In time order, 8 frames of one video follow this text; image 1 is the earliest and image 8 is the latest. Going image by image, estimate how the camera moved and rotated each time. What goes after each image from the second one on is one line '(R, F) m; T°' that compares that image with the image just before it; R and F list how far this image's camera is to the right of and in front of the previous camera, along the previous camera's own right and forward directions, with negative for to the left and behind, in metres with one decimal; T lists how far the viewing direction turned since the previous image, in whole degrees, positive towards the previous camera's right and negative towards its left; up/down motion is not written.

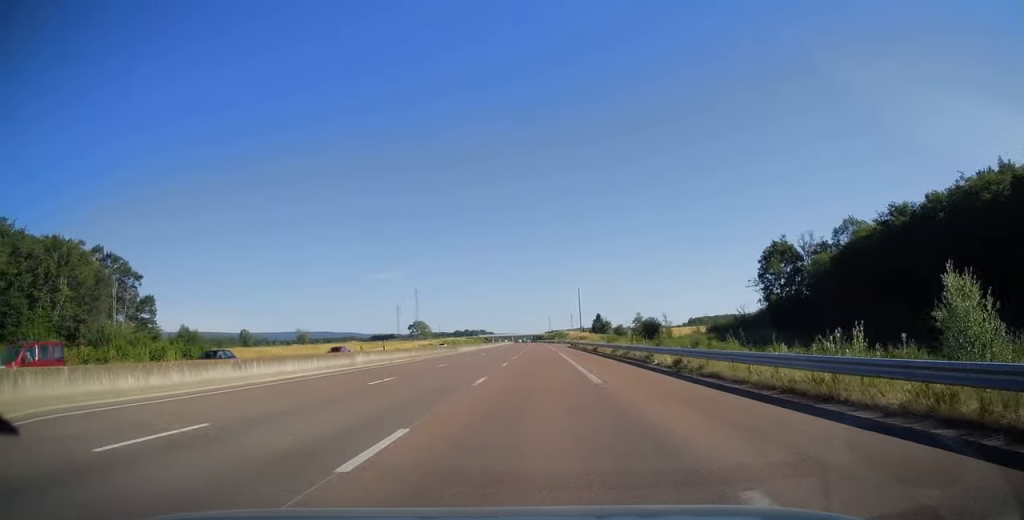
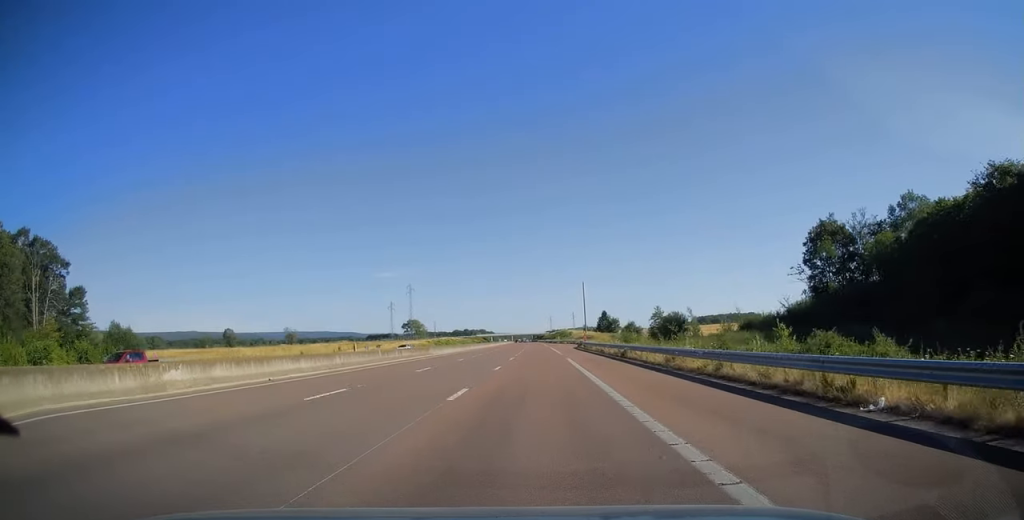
(0.0, +18.4) m; 0°
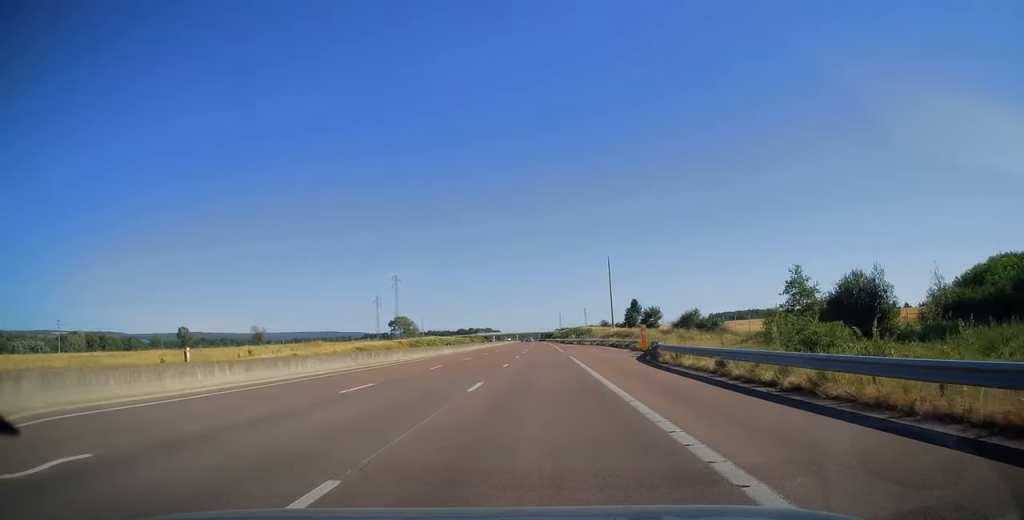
(-0.2, +49.6) m; -1°
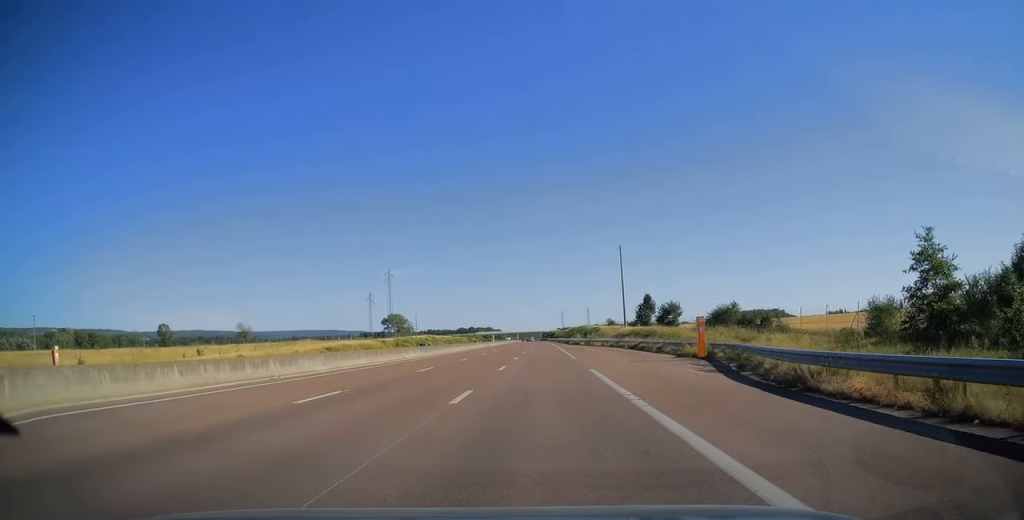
(-0.1, +16.3) m; 0°
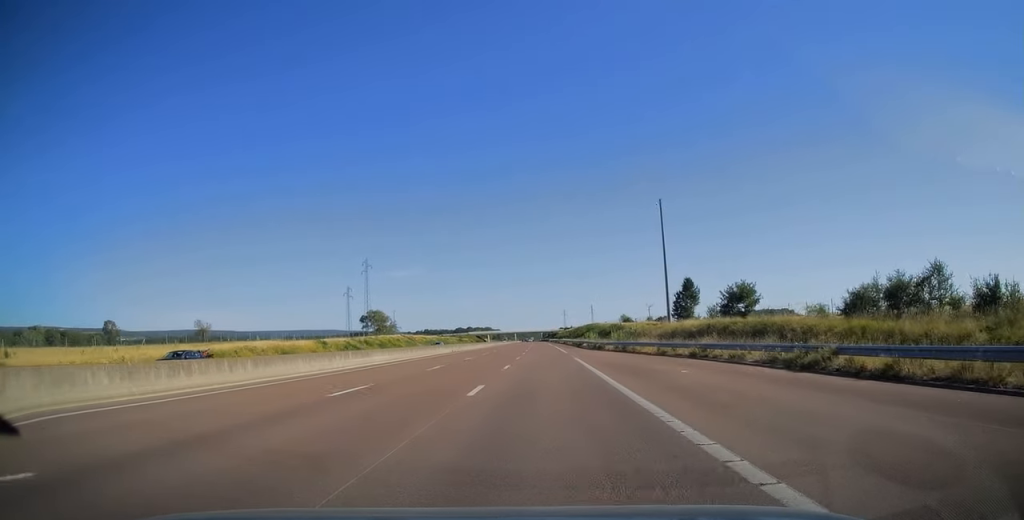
(-0.1, +37.1) m; 0°
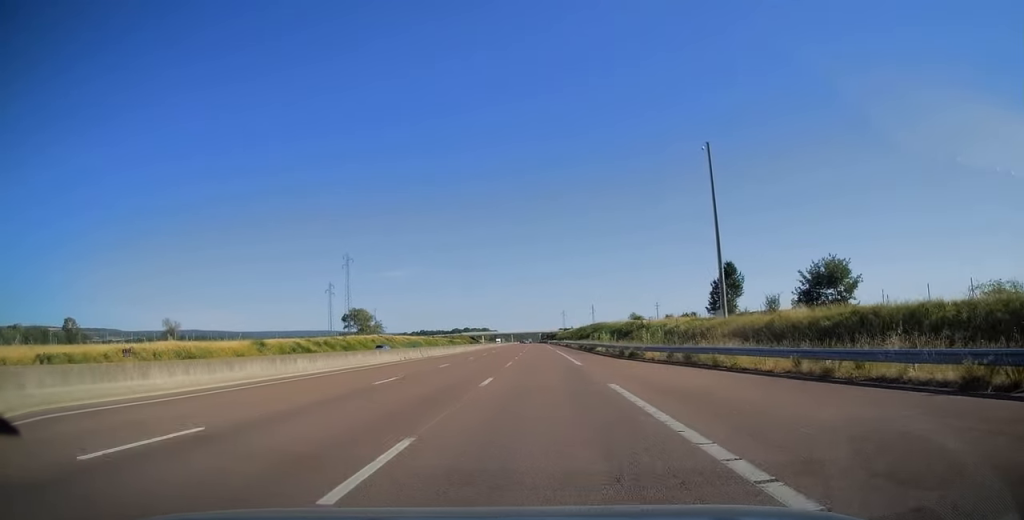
(0.0, +22.1) m; 0°
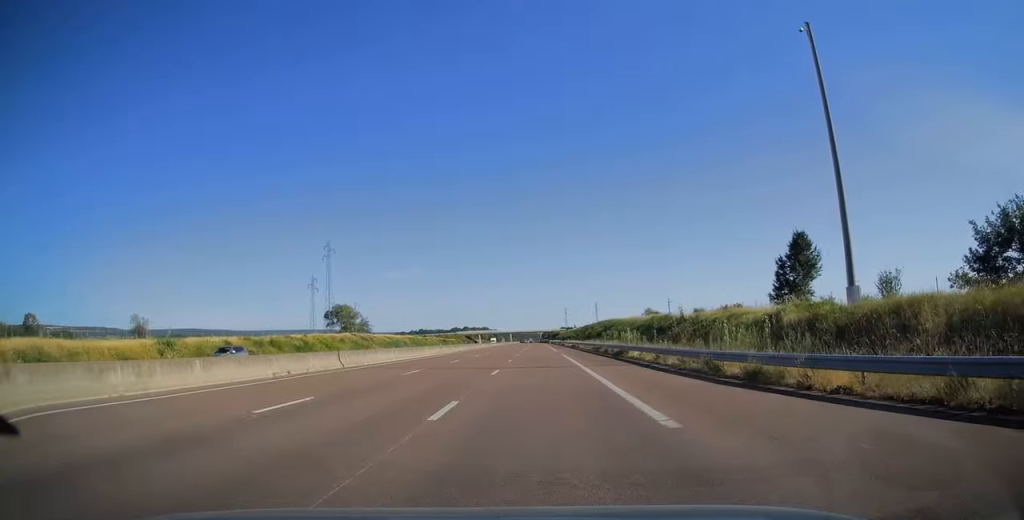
(0.0, +21.0) m; 0°
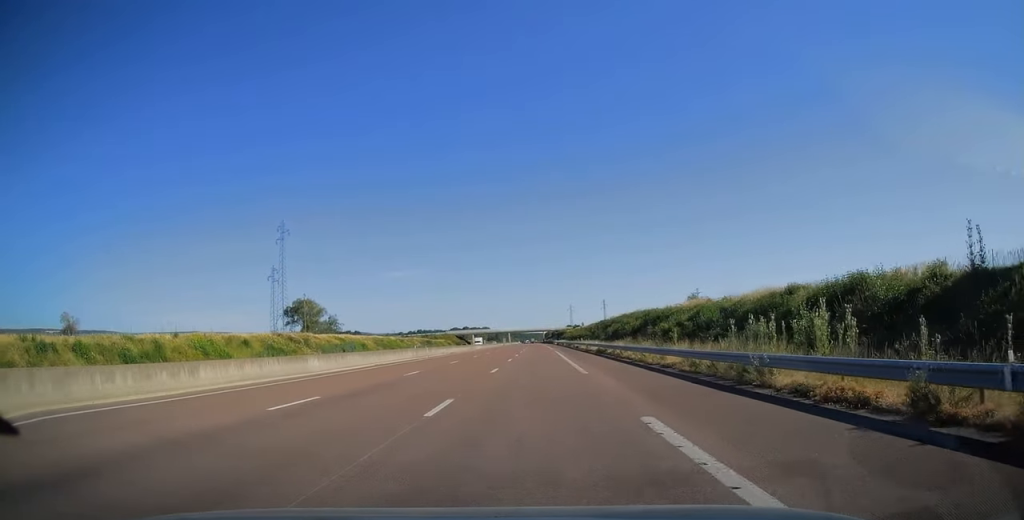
(-0.1, +38.2) m; 0°
